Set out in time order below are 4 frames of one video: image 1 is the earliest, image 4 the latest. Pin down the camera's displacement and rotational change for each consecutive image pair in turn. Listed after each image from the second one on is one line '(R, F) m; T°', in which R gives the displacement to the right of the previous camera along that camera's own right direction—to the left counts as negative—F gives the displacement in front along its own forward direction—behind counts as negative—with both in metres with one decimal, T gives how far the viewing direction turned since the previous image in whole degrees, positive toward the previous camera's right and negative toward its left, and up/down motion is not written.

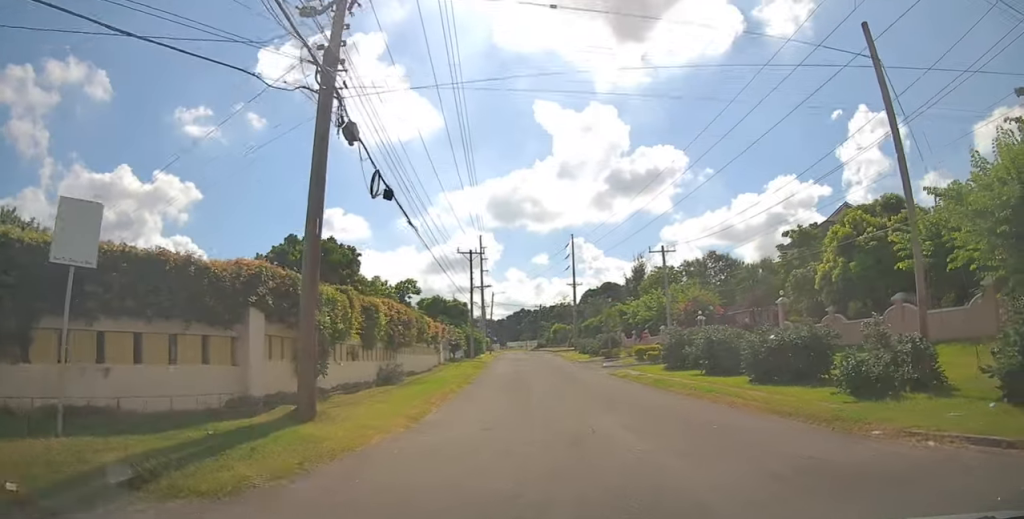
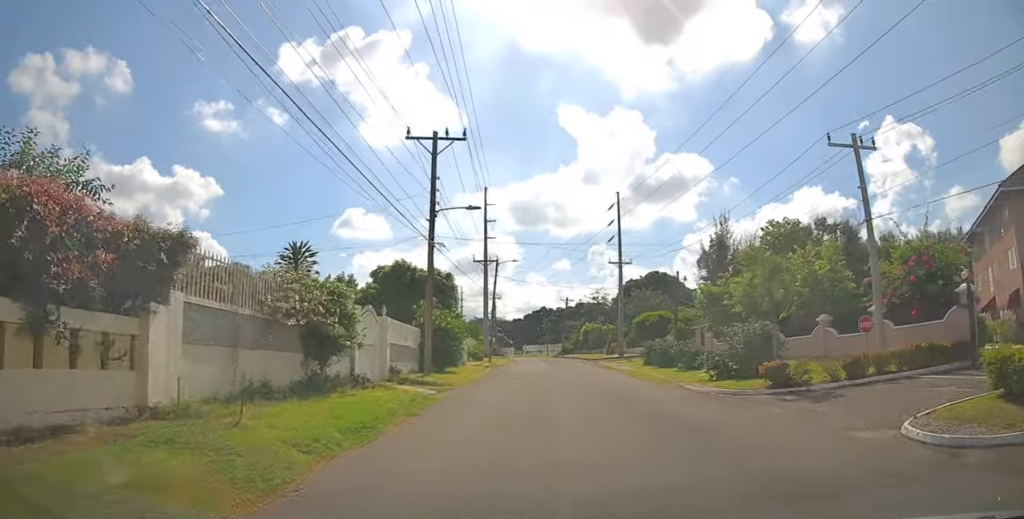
(+0.2, +28.1) m; -1°
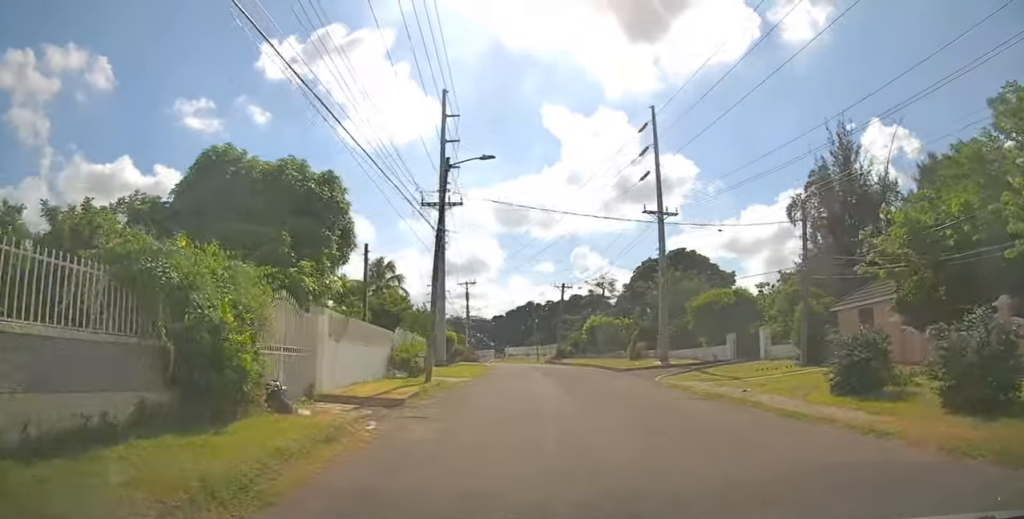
(+0.1, +24.6) m; +1°
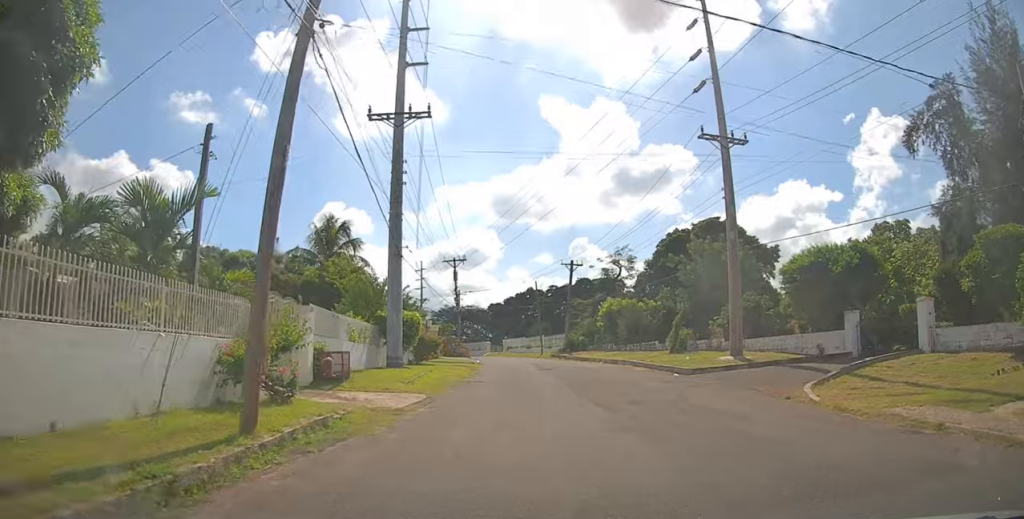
(-0.2, +13.2) m; 0°
